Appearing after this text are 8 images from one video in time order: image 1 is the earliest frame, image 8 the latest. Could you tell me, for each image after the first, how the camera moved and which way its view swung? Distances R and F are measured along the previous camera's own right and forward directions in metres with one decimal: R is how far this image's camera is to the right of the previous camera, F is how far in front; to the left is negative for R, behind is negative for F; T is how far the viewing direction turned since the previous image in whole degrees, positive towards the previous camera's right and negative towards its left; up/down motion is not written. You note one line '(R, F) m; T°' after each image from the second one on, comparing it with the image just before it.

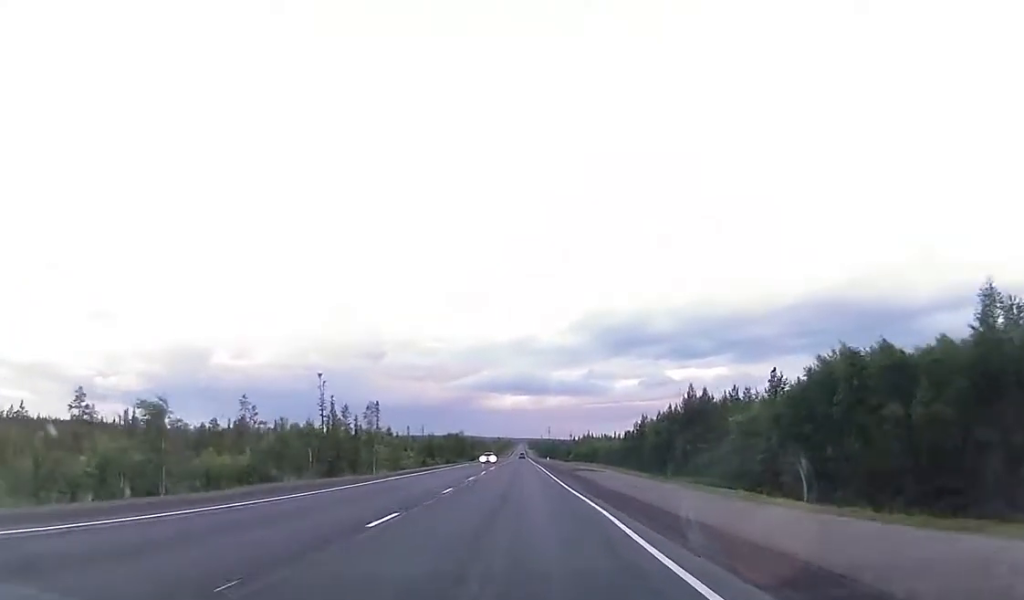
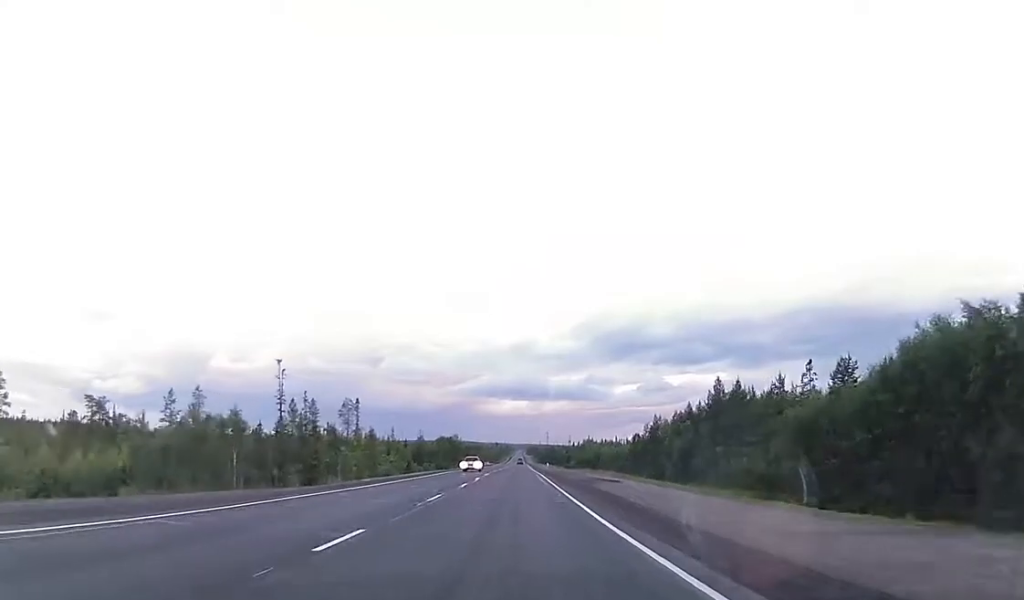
(-0.1, +15.0) m; 0°
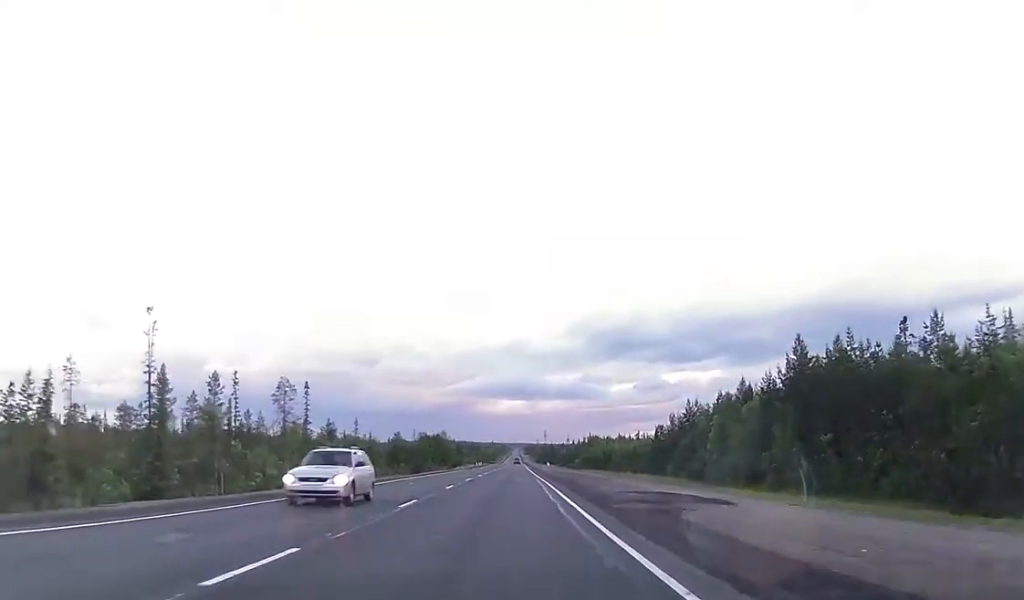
(0.0, +27.0) m; +1°
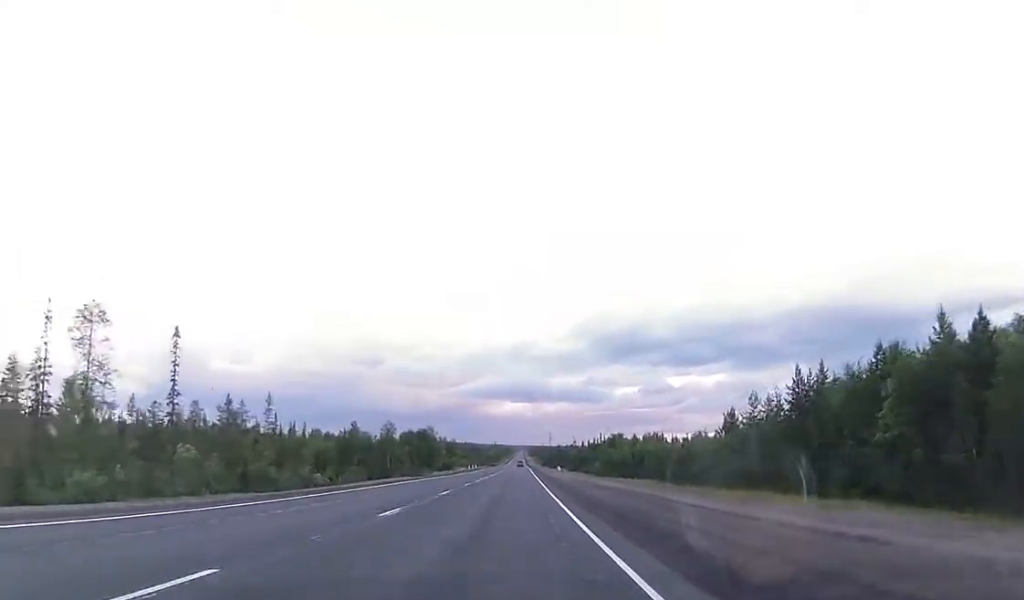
(+0.5, +37.9) m; +1°
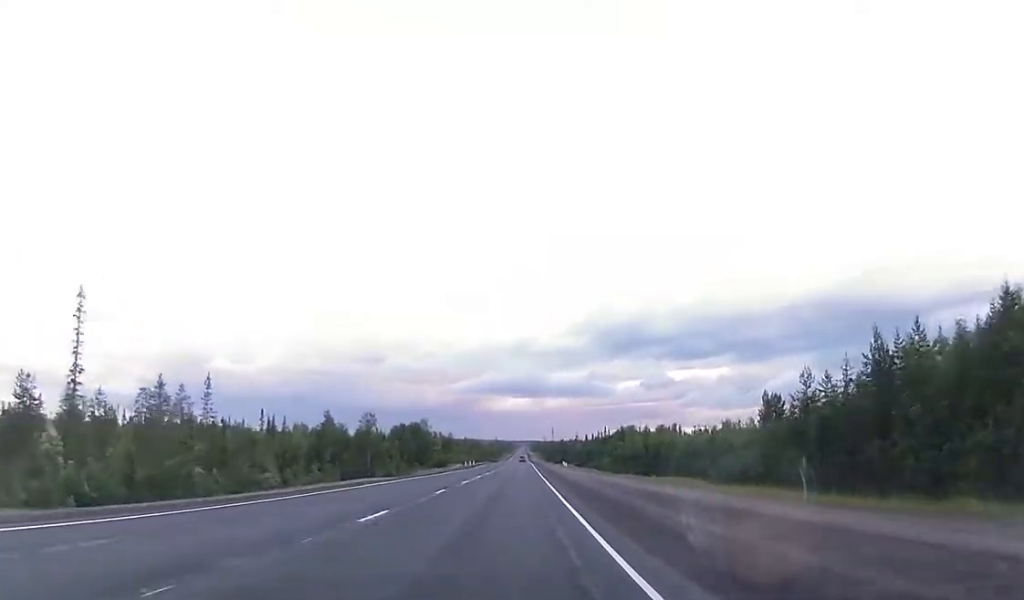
(0.0, +14.0) m; -1°
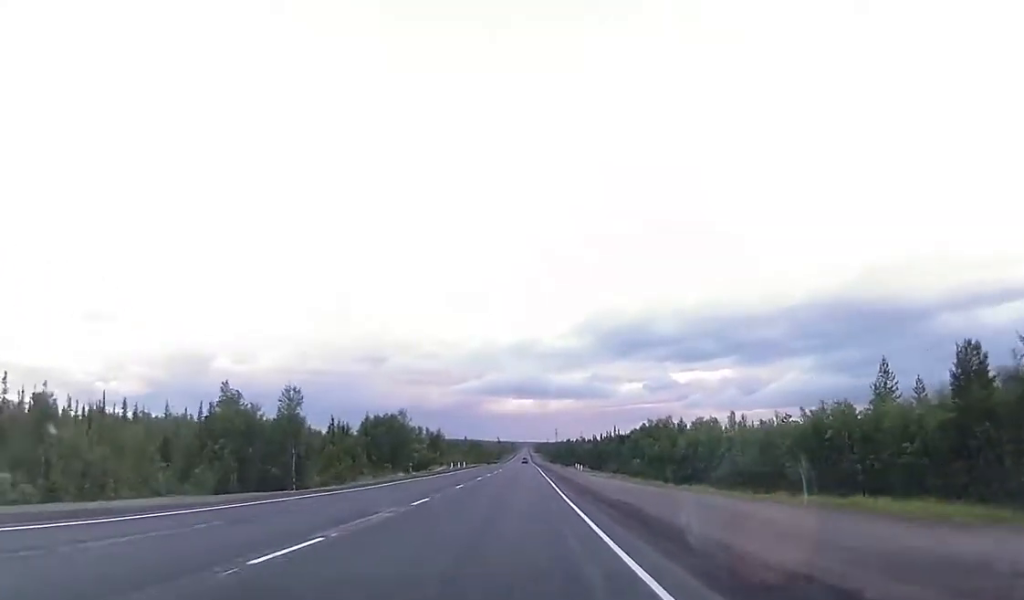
(-0.5, +30.0) m; -1°
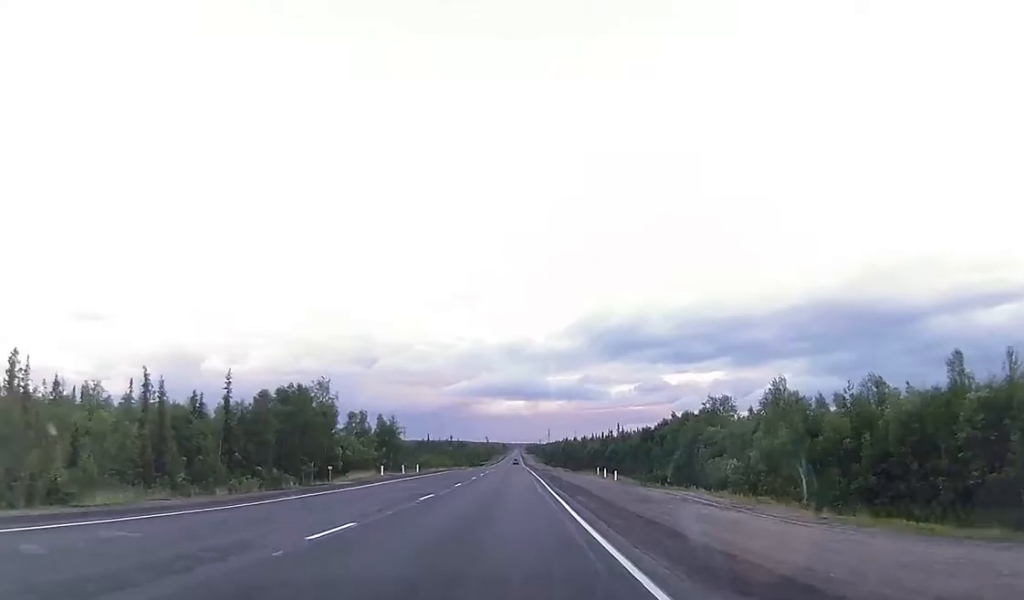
(+0.6, +45.9) m; +1°
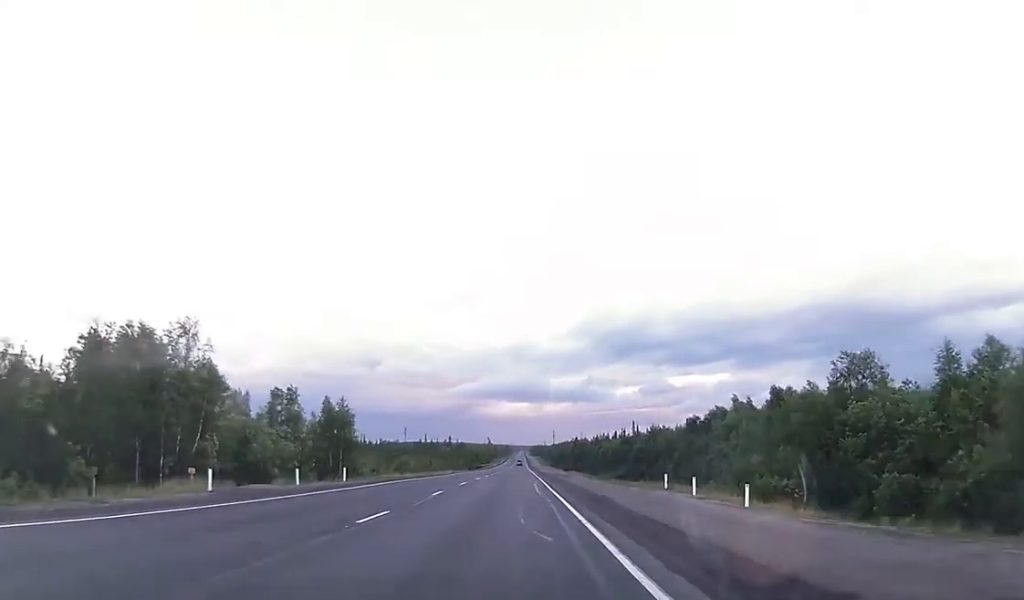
(-0.1, +32.8) m; -1°
